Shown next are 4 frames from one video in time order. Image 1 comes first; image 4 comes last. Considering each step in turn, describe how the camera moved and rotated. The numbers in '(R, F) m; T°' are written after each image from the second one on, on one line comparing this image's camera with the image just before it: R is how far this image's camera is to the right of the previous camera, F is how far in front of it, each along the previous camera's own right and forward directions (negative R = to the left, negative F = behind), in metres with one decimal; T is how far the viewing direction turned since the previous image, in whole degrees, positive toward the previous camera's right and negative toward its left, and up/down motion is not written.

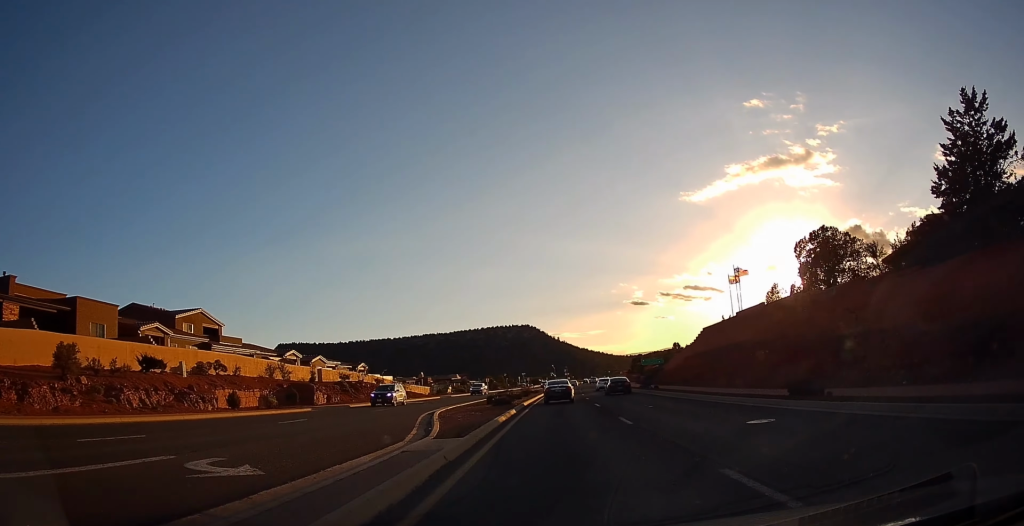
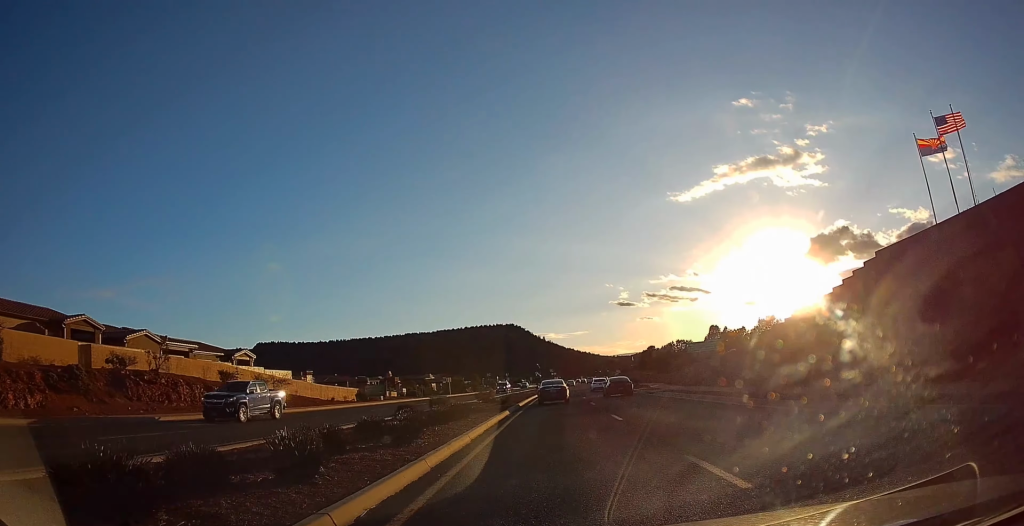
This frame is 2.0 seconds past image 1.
(0.0, +34.9) m; +1°
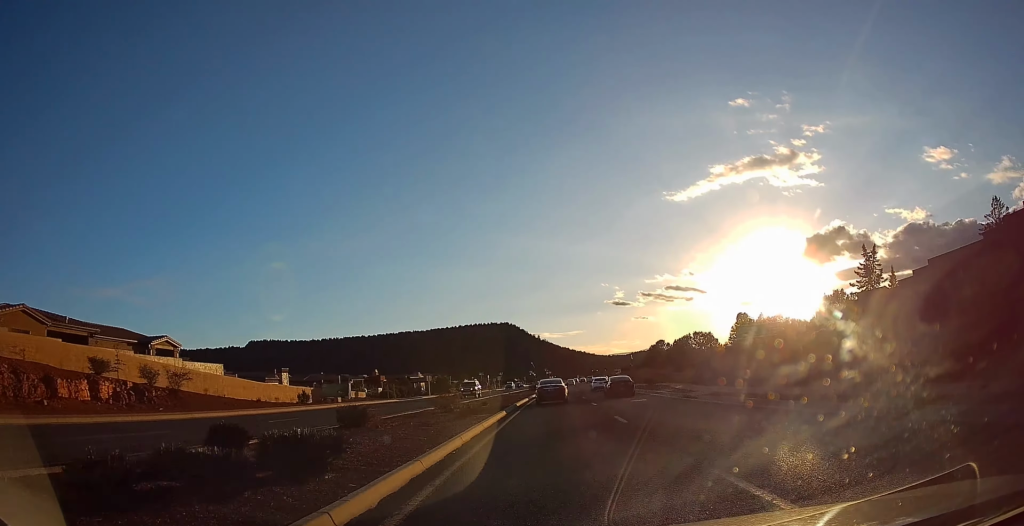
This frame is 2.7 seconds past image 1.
(+0.1, +13.6) m; 0°
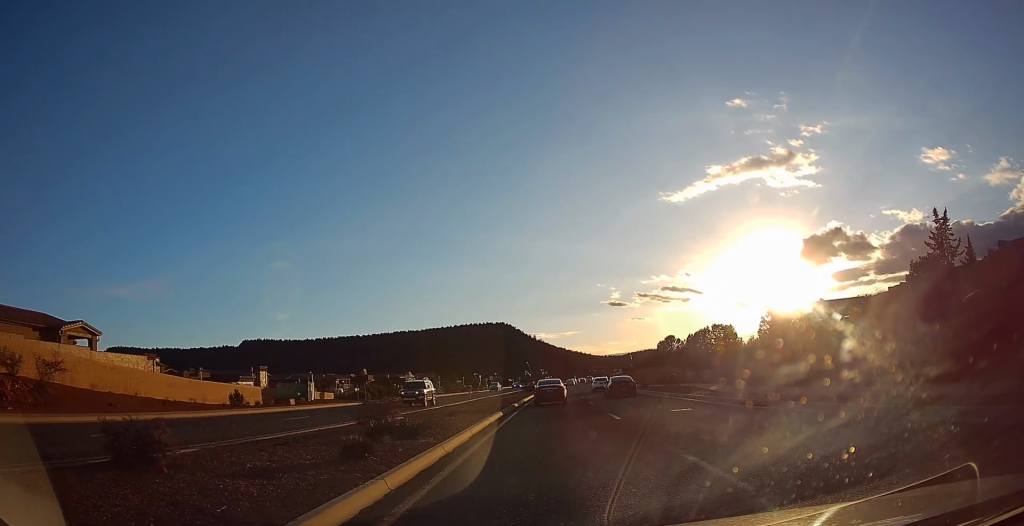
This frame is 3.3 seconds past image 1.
(0.0, +10.7) m; +1°
